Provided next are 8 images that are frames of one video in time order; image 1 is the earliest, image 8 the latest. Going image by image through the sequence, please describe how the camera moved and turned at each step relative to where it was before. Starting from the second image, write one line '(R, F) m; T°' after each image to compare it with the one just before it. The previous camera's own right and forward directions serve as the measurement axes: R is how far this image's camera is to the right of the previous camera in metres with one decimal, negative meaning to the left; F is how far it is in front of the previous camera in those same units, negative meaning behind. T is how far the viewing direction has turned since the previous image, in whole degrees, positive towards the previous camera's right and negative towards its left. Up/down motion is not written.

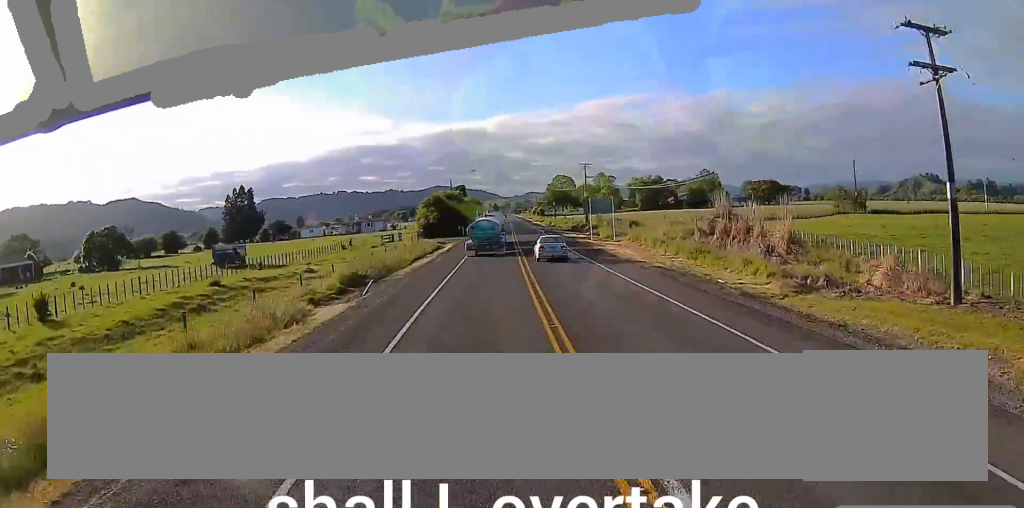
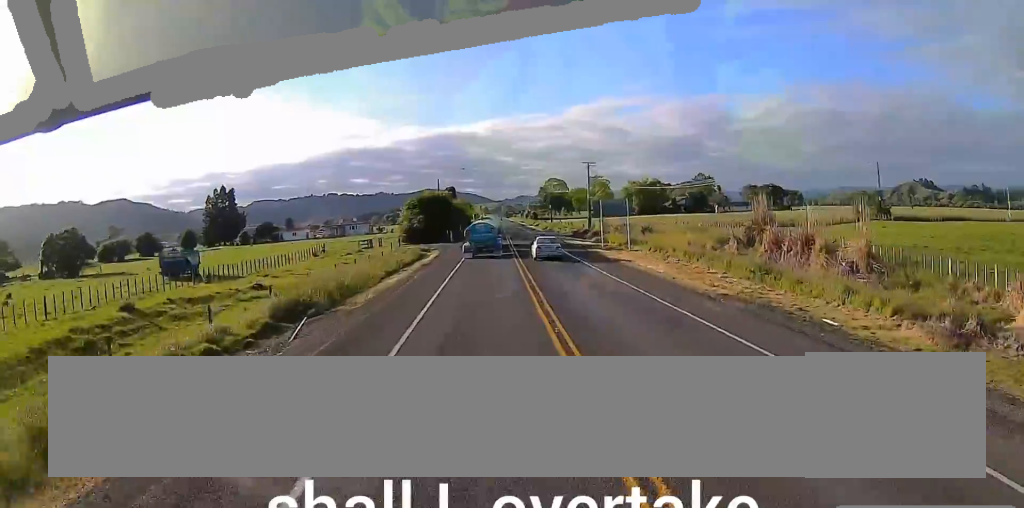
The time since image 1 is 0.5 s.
(0.0, +10.6) m; 0°
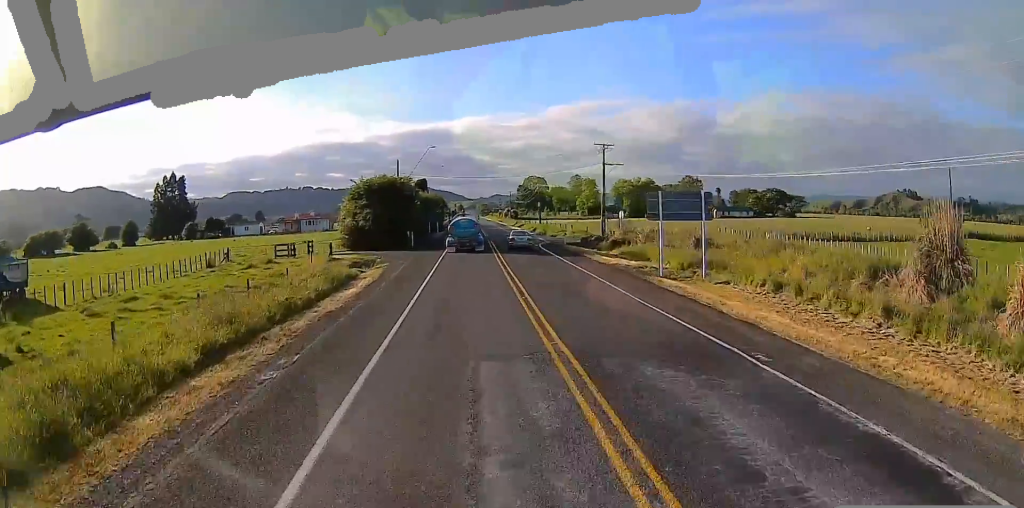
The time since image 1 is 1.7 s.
(0.0, +23.2) m; +2°
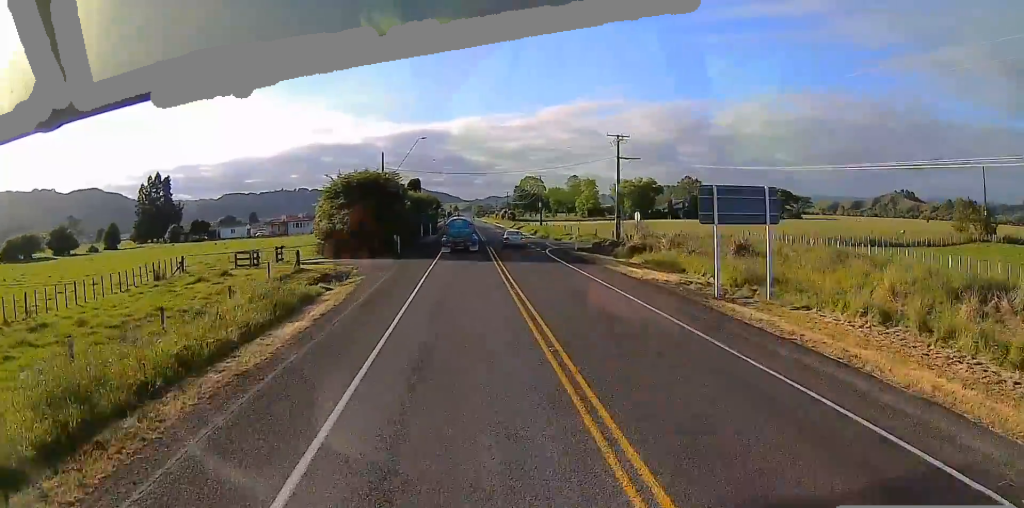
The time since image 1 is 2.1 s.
(-0.2, +7.9) m; +1°
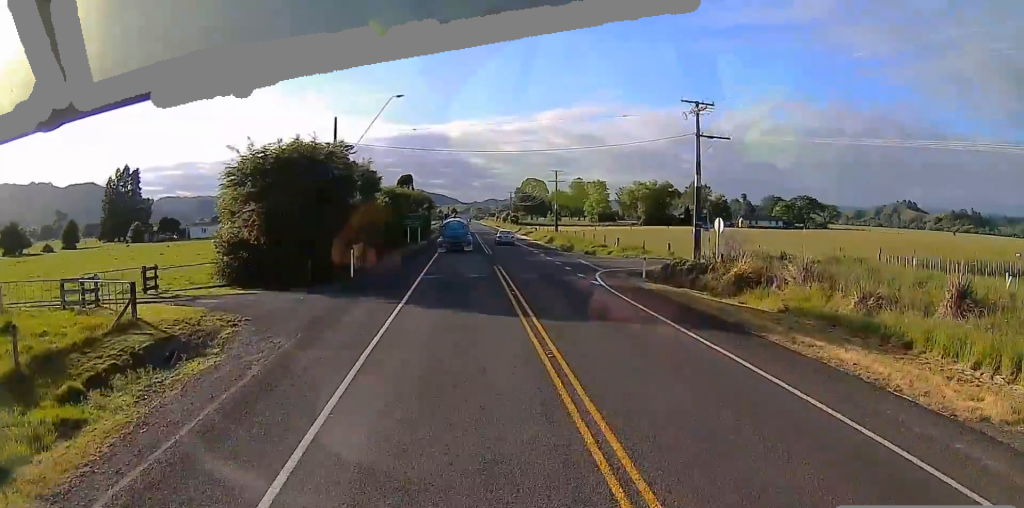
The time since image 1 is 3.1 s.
(+0.9, +19.2) m; +1°
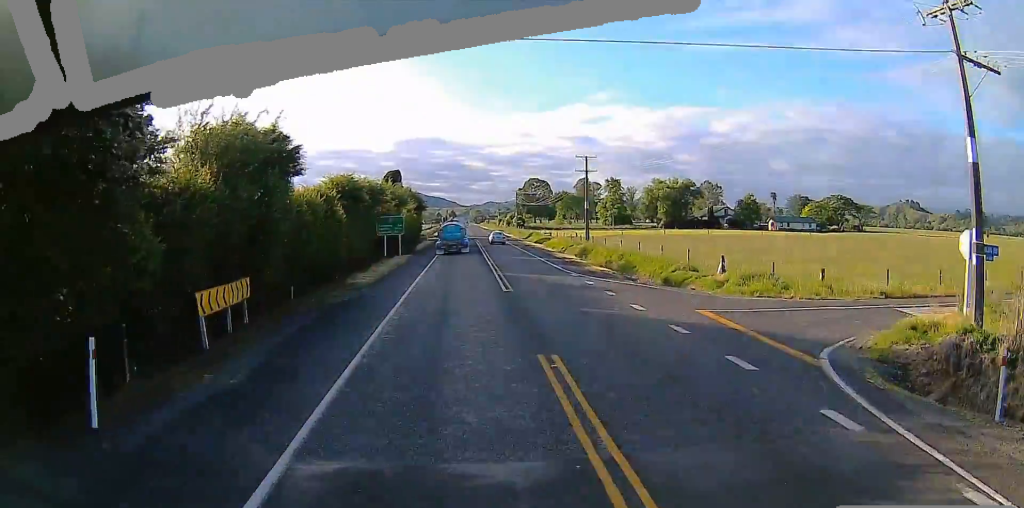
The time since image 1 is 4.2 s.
(-0.6, +23.5) m; -1°
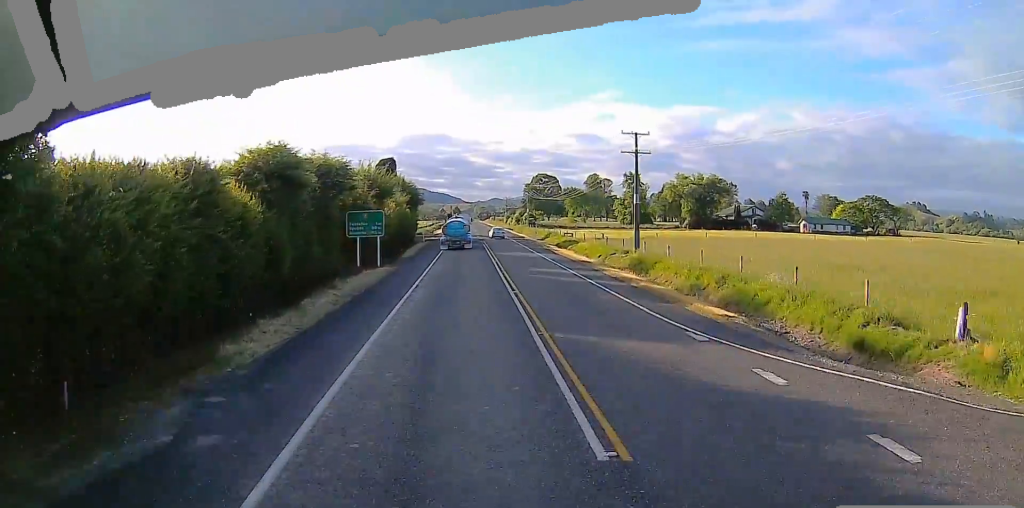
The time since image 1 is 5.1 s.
(0.0, +17.5) m; +1°
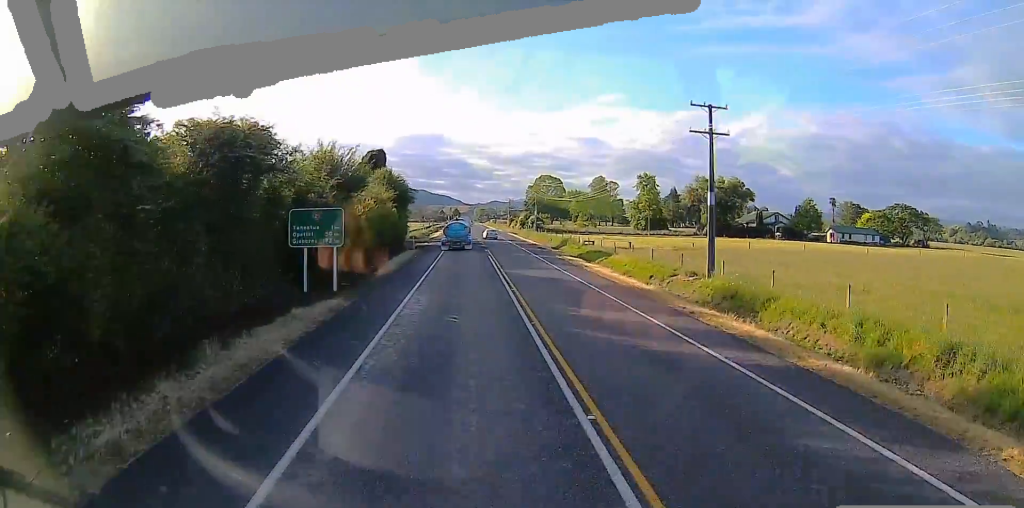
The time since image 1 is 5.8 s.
(+0.4, +14.8) m; +1°
